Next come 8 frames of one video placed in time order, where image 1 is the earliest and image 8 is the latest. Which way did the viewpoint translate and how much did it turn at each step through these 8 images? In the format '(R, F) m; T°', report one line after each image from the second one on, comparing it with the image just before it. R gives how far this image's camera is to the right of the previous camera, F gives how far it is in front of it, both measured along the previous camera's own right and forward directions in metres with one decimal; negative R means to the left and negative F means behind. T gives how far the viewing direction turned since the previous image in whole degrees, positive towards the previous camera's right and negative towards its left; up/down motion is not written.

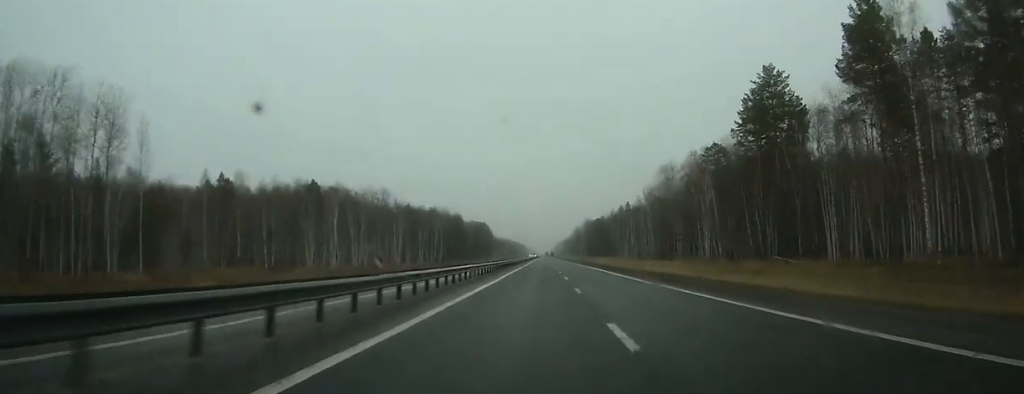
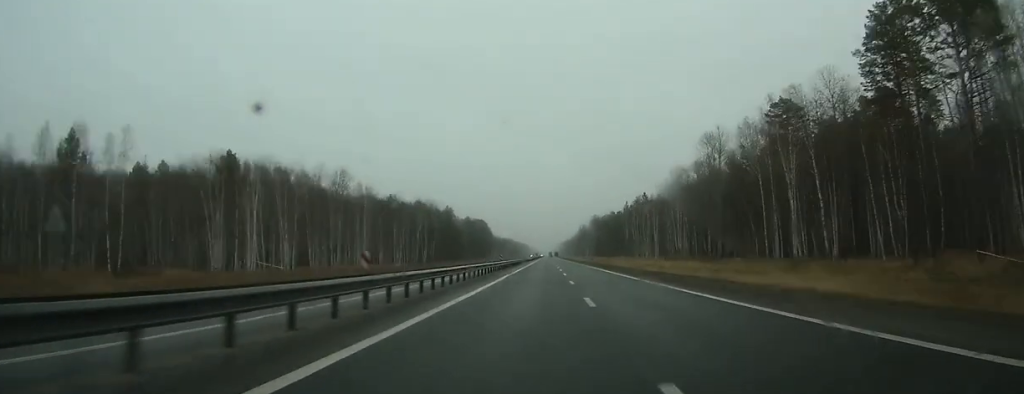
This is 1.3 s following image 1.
(+0.1, +42.8) m; 0°
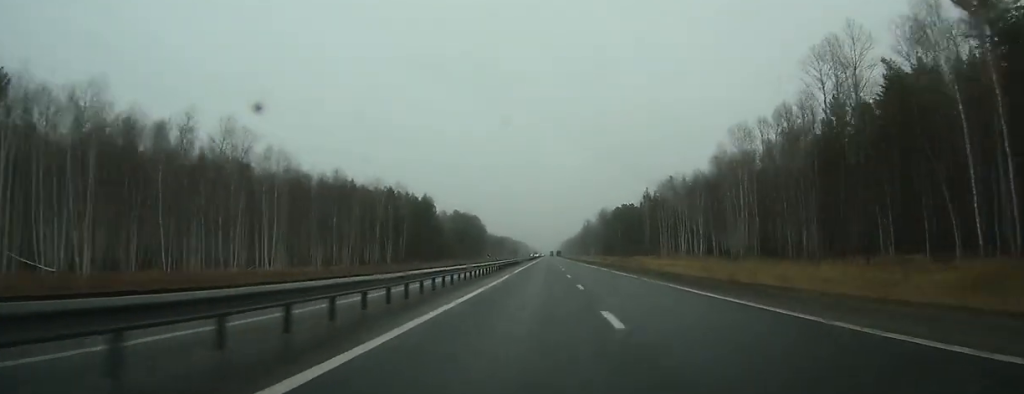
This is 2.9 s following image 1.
(+0.1, +52.4) m; 0°
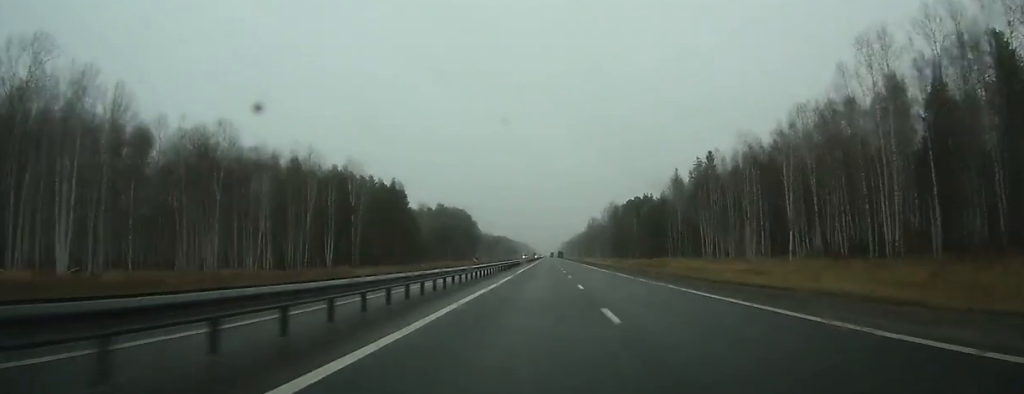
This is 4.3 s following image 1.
(-0.1, +49.5) m; 0°
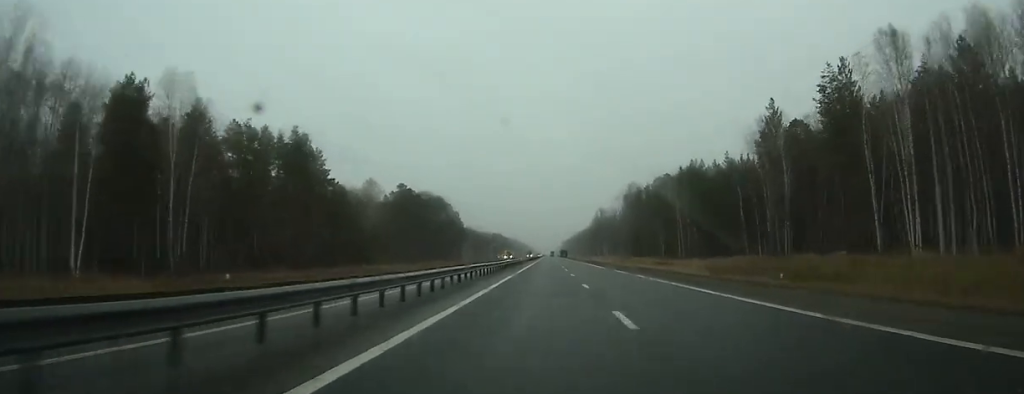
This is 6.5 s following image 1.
(-0.3, +76.7) m; 0°
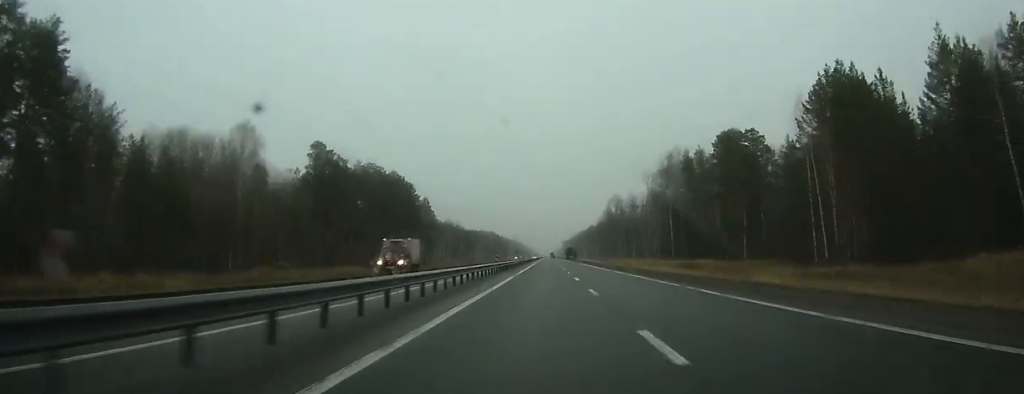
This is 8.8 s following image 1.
(0.0, +76.9) m; 0°
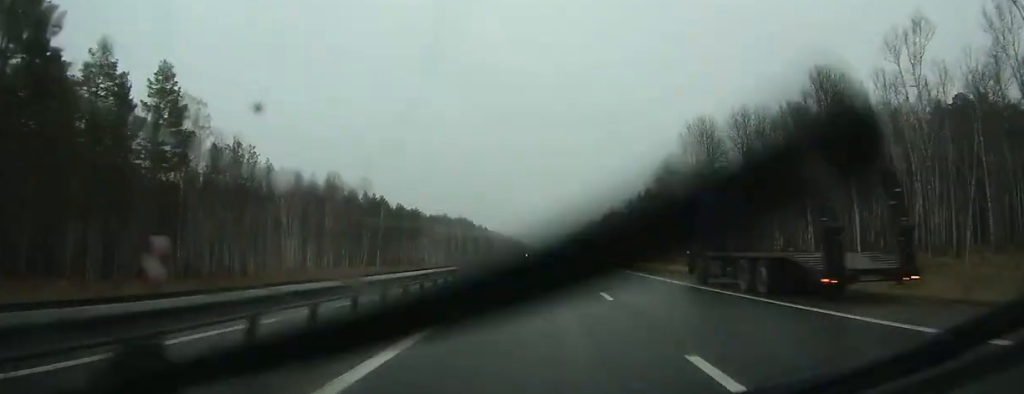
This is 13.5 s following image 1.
(-0.6, +158.1) m; 0°
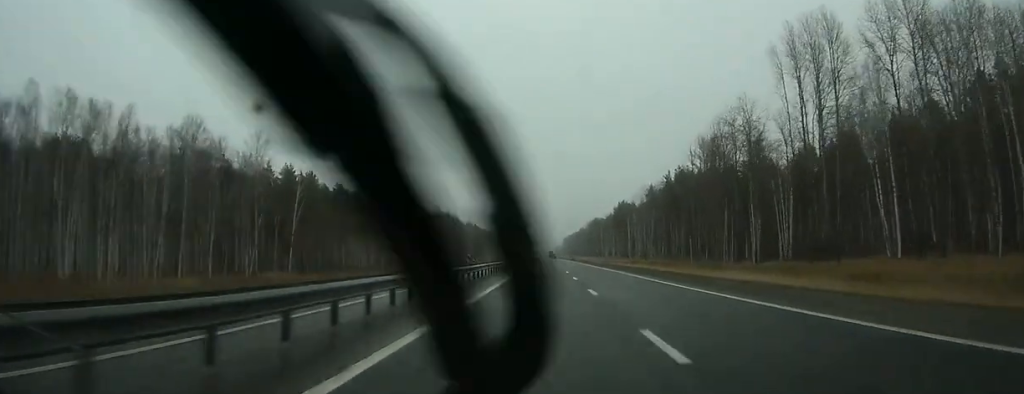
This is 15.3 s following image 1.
(0.0, +56.3) m; 0°
